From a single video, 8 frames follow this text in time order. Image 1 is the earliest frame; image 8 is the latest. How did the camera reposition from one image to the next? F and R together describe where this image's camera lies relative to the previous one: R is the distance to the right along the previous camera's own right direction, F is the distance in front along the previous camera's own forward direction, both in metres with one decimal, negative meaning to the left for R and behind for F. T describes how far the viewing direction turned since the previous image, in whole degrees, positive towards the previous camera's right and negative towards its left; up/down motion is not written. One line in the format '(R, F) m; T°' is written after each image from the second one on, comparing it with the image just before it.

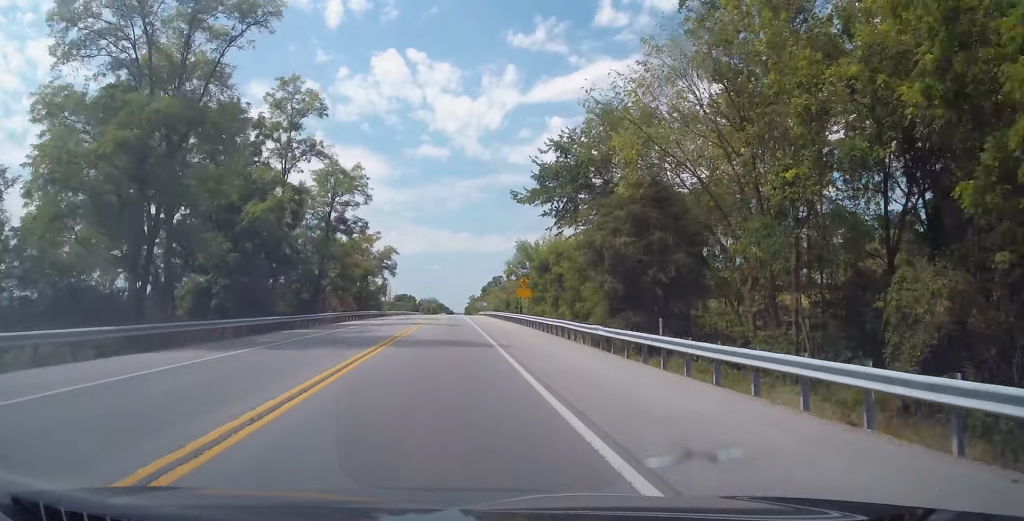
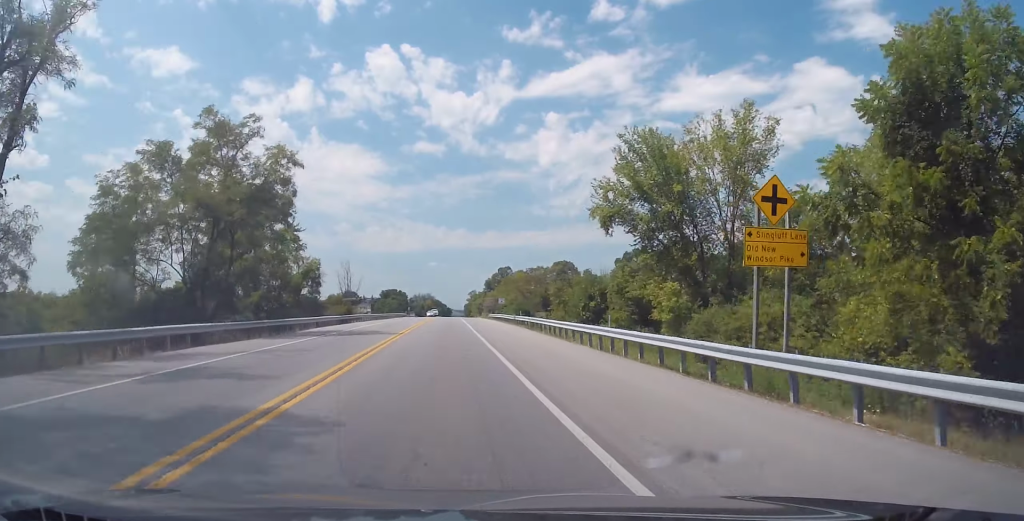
(-0.3, +54.5) m; +1°
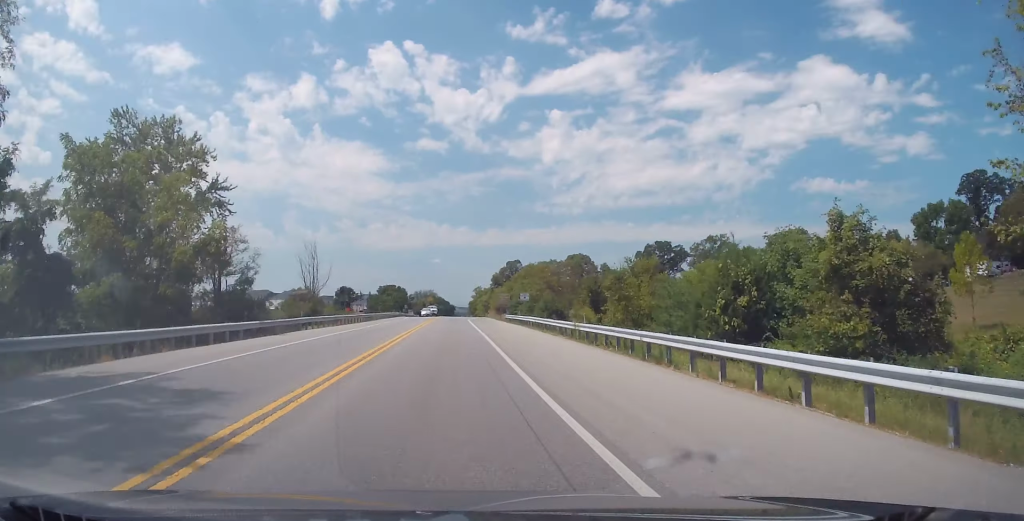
(+0.2, +24.8) m; 0°
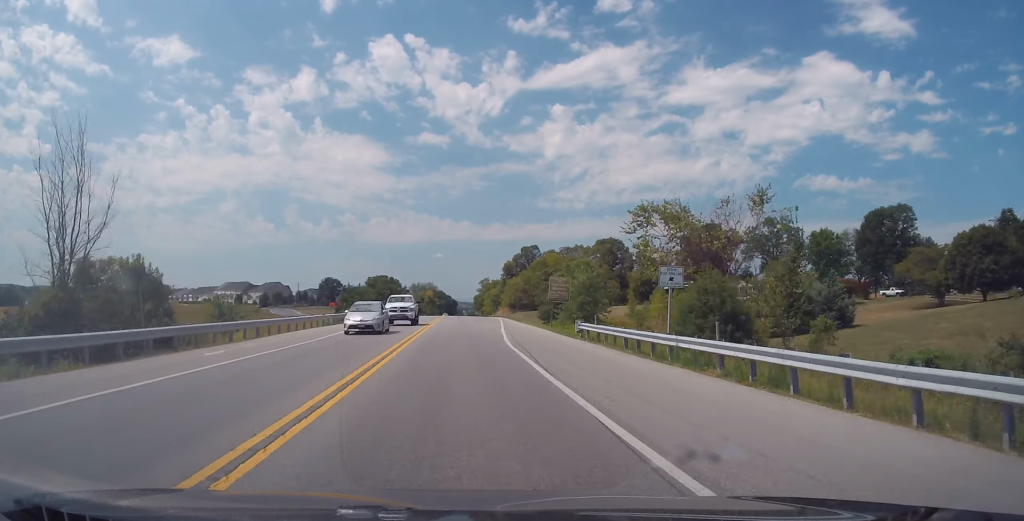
(-0.5, +44.4) m; 0°
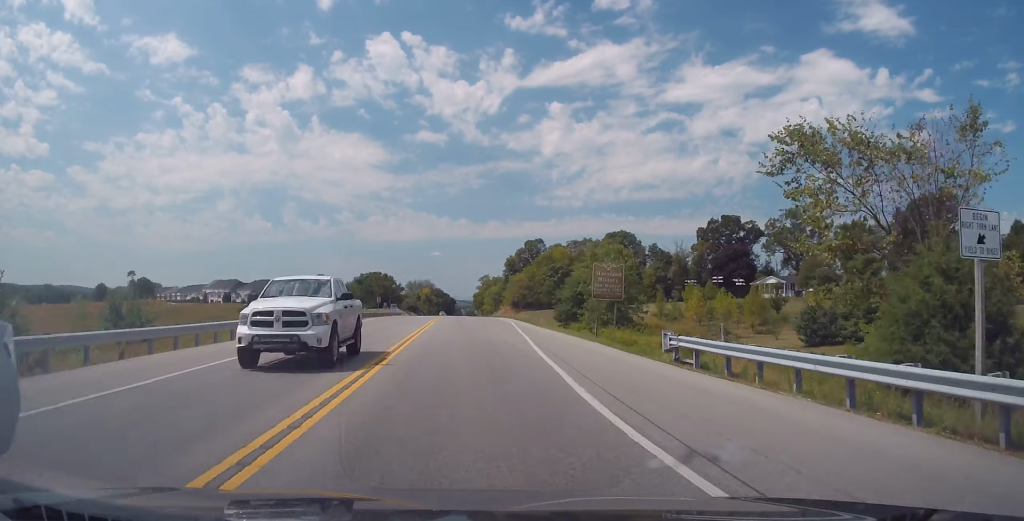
(+0.3, +15.1) m; 0°
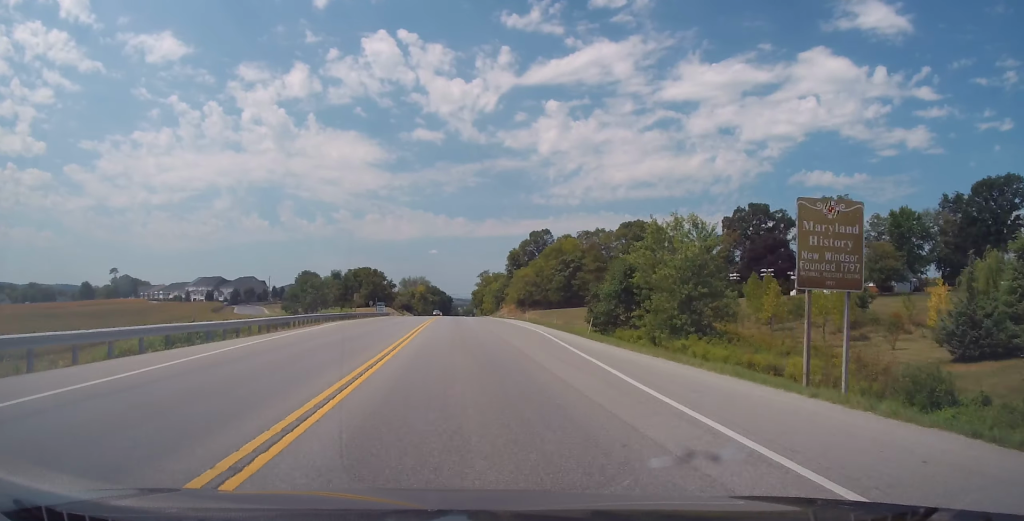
(-0.3, +19.6) m; 0°
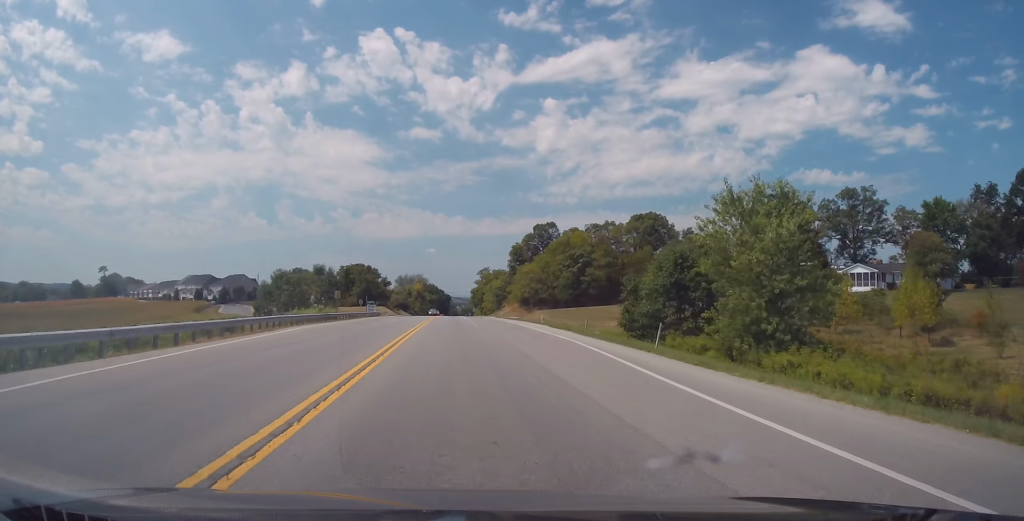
(-0.2, +11.6) m; 0°
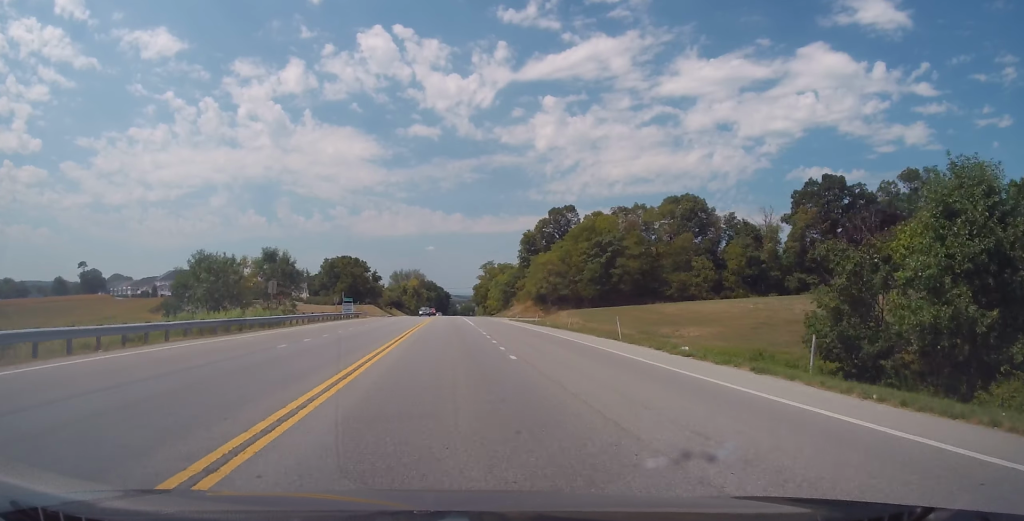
(+0.5, +24.1) m; 0°
